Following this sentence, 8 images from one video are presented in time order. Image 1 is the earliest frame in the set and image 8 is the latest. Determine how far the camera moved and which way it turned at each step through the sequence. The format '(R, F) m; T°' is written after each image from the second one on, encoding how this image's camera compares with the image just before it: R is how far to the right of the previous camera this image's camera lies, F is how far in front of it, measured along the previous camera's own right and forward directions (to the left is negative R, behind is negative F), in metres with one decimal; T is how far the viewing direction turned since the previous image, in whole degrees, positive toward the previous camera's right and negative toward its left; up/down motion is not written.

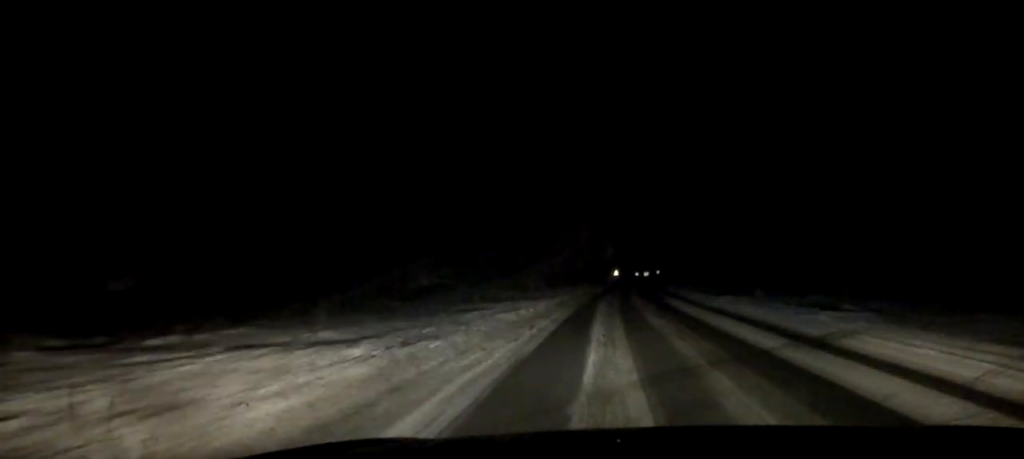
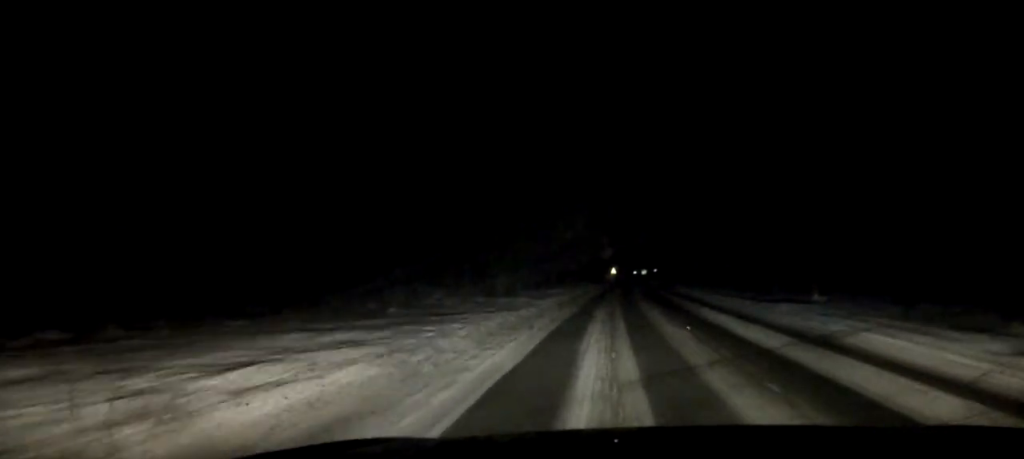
(0.0, +13.5) m; 0°
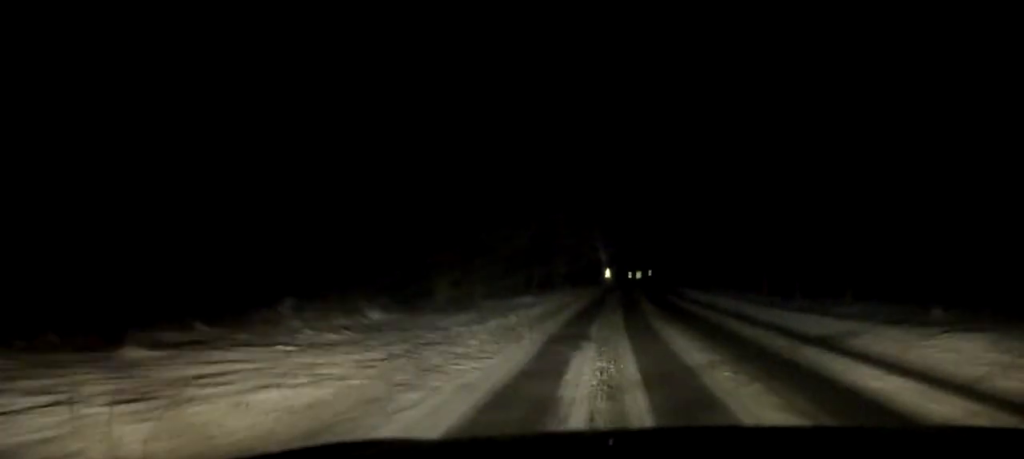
(0.0, +13.5) m; 0°
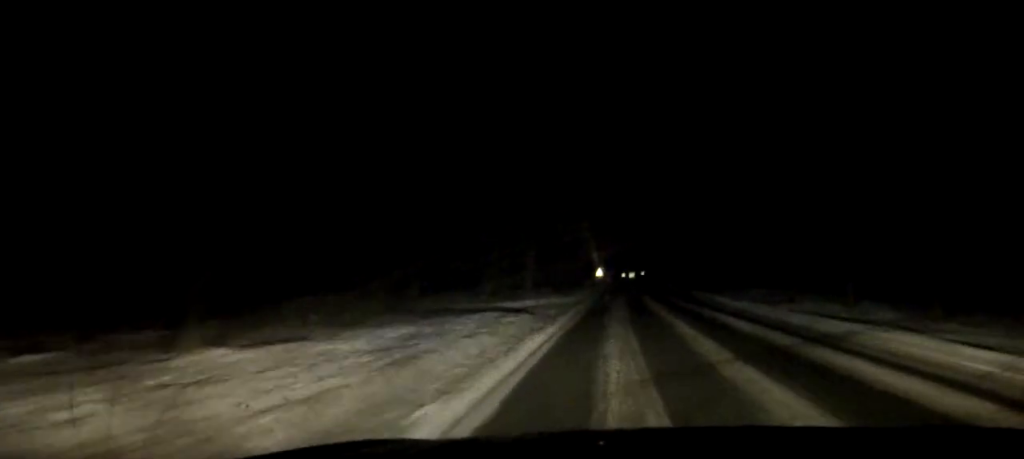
(+0.2, +24.3) m; +1°
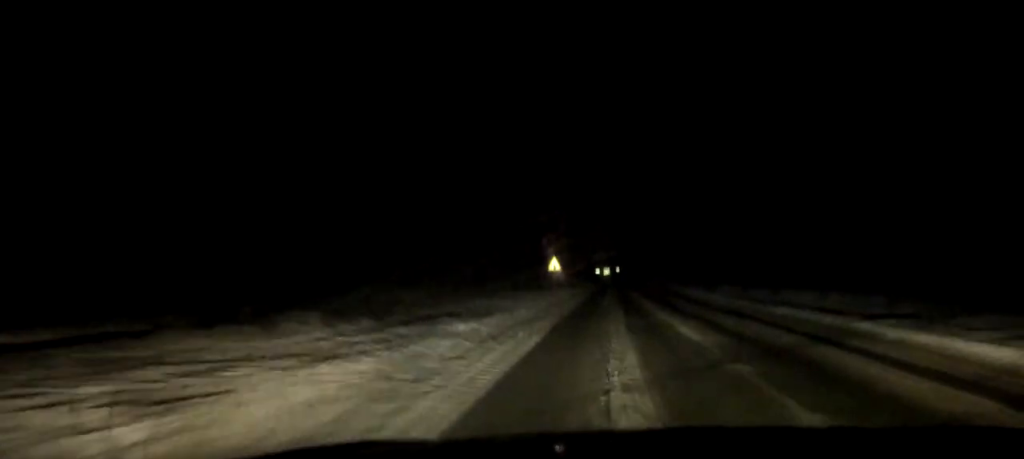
(+0.7, +46.9) m; +2°
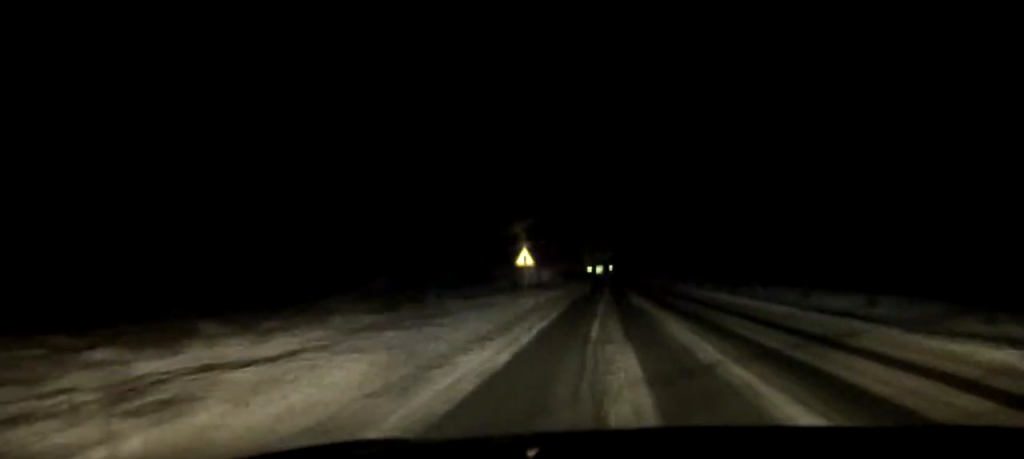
(+0.1, +15.8) m; 0°
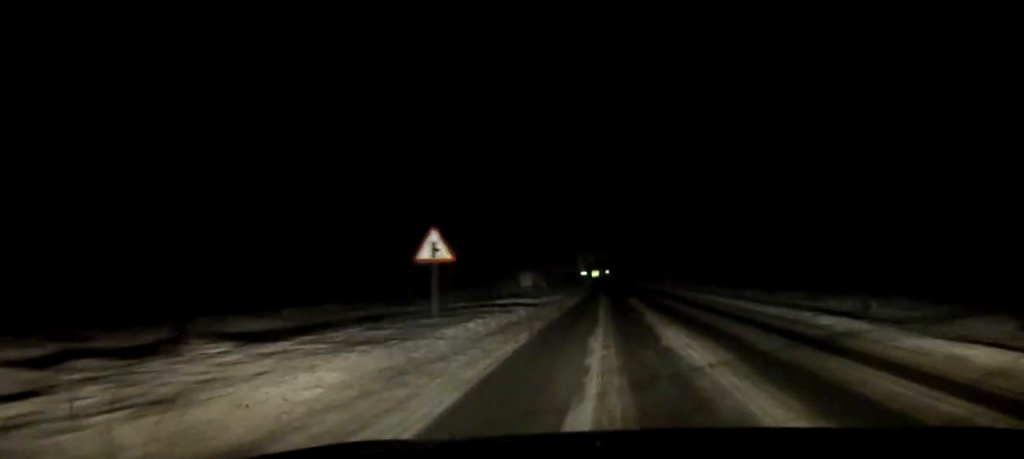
(+0.1, +19.3) m; 0°
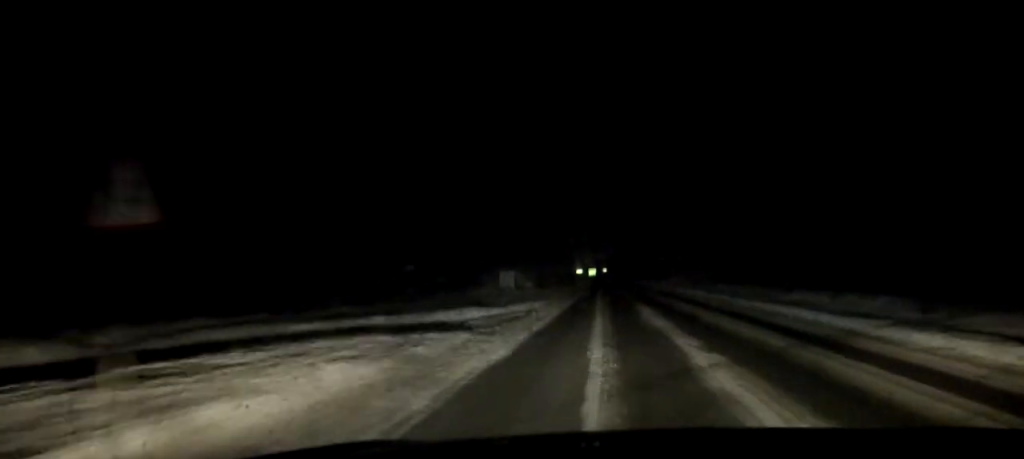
(0.0, +12.5) m; 0°
